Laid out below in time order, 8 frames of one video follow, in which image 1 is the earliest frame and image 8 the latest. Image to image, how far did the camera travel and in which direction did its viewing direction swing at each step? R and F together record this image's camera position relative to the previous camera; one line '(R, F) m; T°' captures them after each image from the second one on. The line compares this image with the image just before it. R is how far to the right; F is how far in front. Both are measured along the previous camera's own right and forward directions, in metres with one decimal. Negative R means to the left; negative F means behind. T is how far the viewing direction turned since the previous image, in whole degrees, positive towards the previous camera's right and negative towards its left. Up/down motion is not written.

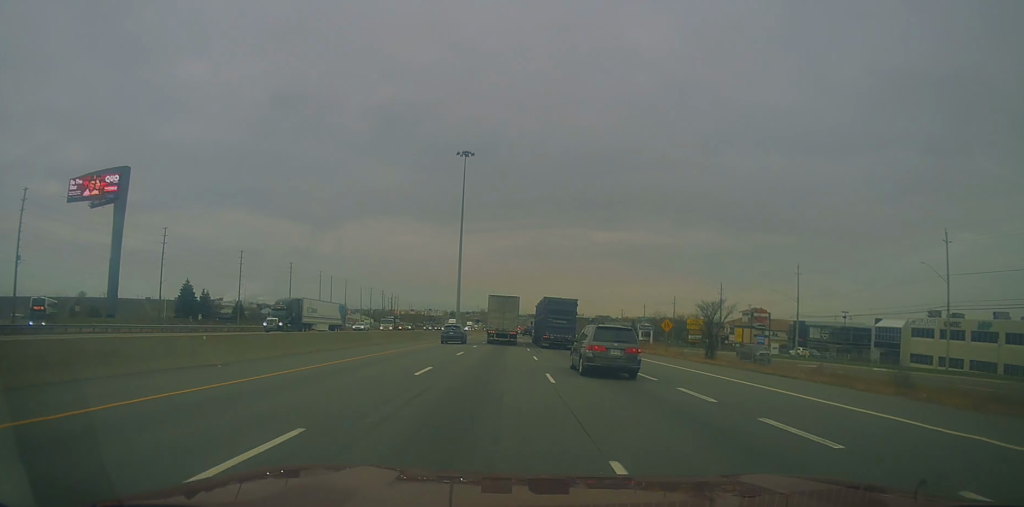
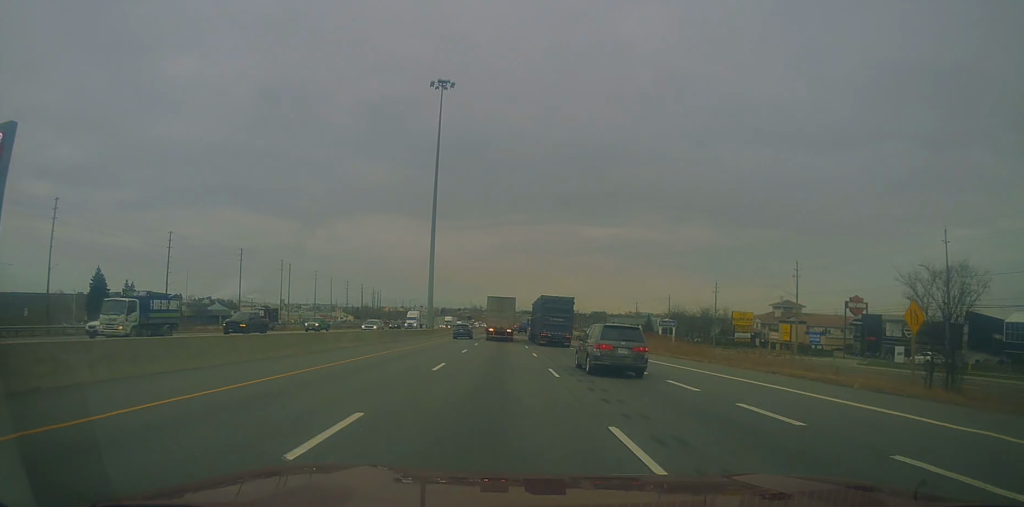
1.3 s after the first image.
(+0.3, +33.9) m; +1°
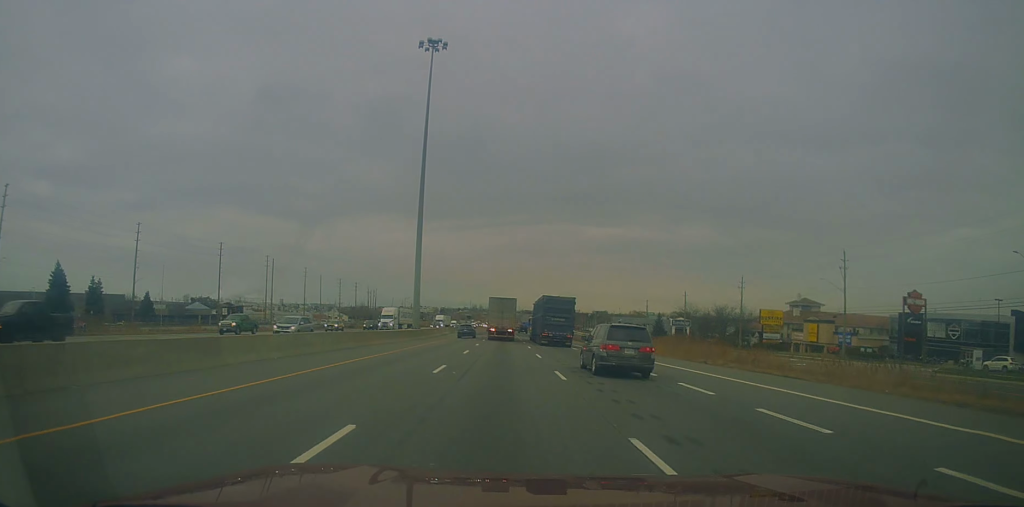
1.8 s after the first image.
(+0.1, +13.0) m; 0°
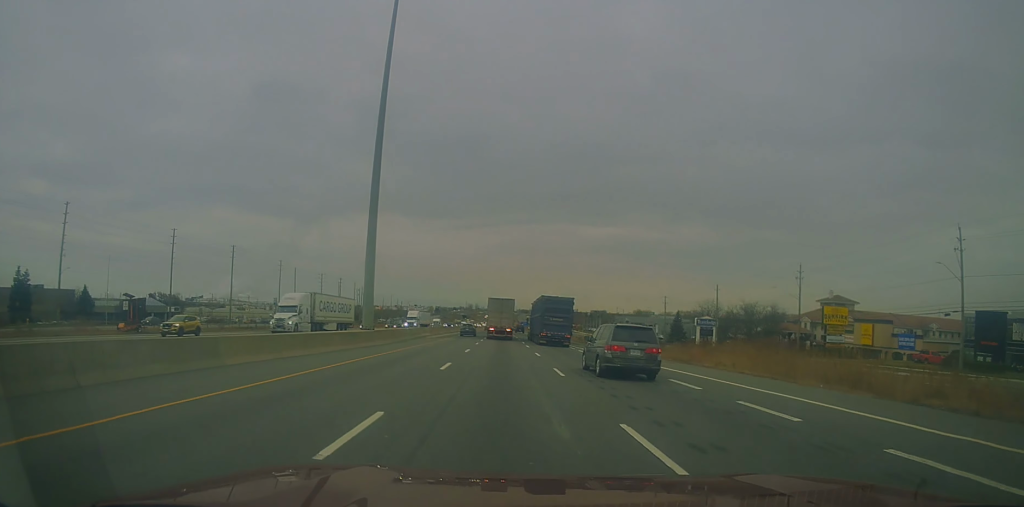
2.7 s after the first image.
(-0.1, +22.7) m; 0°
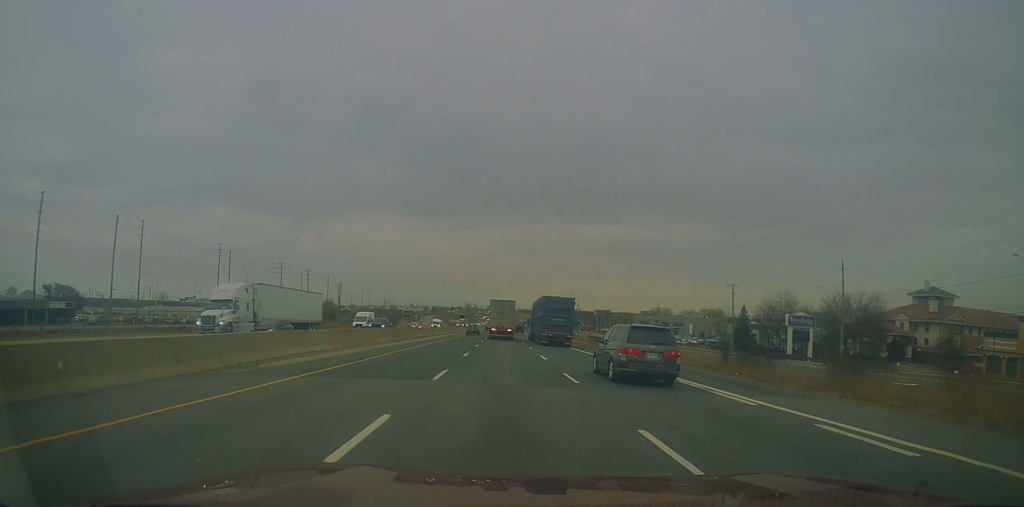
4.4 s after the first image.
(+0.4, +45.4) m; +2°
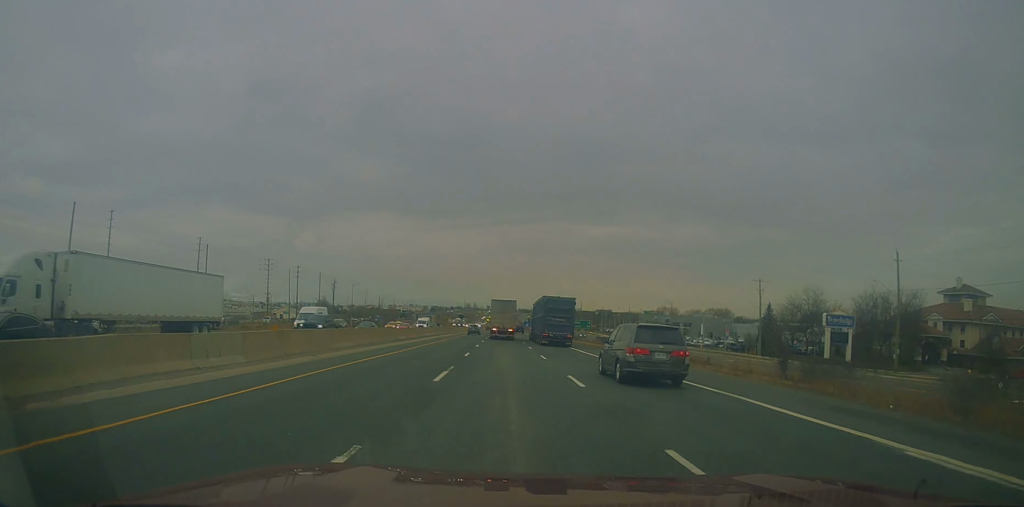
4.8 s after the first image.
(+0.1, +11.8) m; -1°
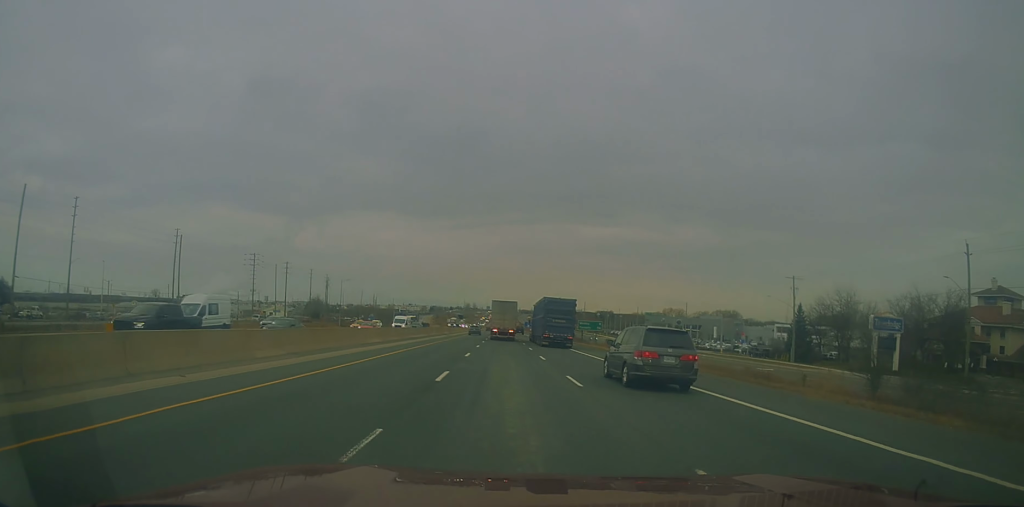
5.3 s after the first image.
(+0.2, +11.8) m; -1°
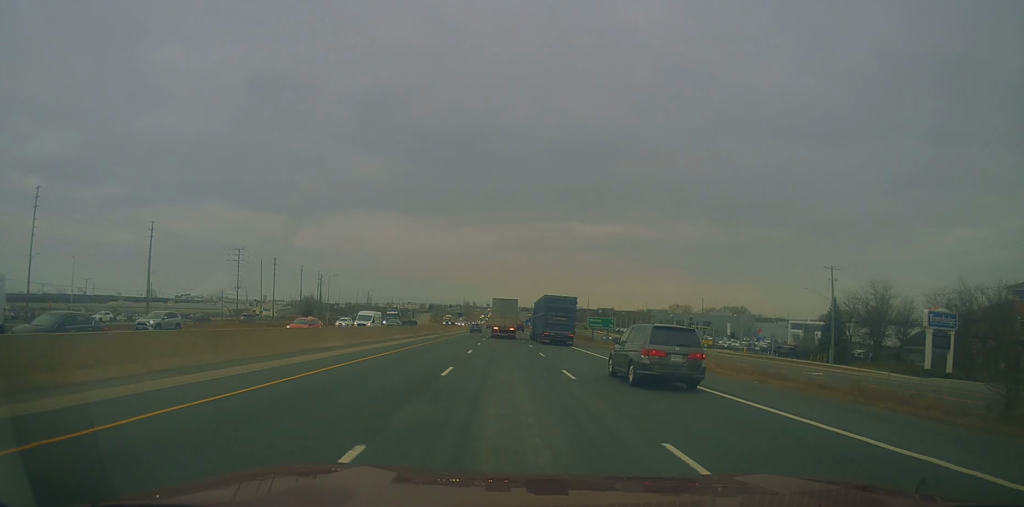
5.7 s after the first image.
(-0.1, +10.9) m; 0°
